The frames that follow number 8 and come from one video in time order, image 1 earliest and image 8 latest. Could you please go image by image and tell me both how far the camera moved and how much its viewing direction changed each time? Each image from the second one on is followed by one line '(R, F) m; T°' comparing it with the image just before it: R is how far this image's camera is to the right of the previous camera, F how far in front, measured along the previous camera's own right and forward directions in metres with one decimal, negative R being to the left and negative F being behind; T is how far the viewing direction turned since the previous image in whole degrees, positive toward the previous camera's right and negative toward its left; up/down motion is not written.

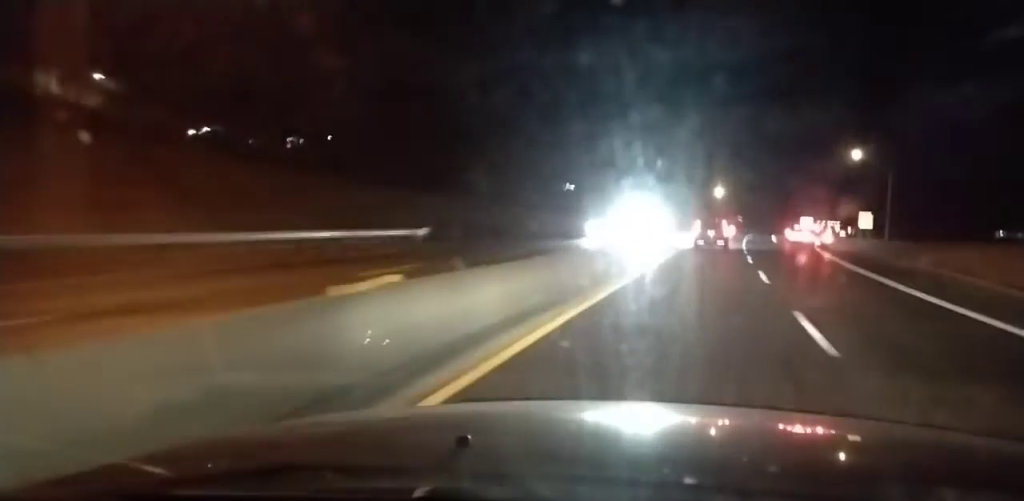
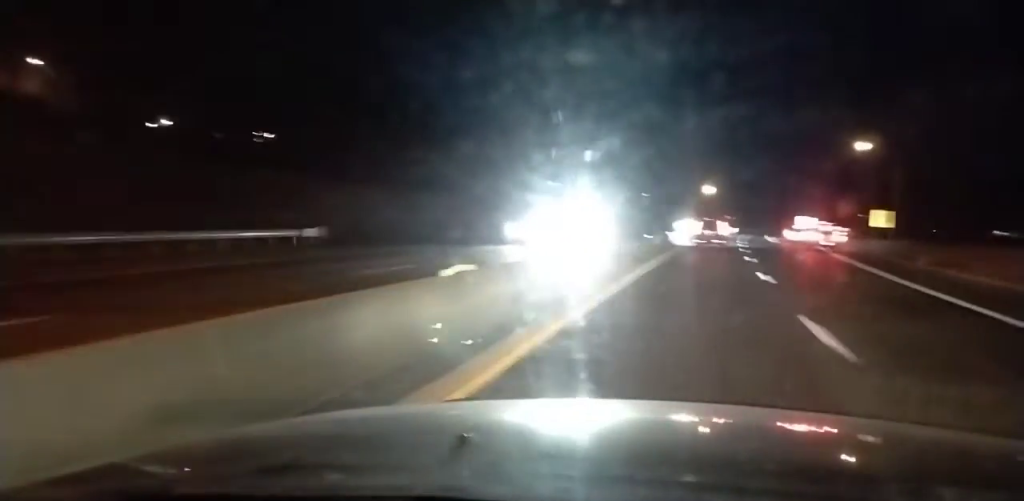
(-0.2, +12.3) m; 0°
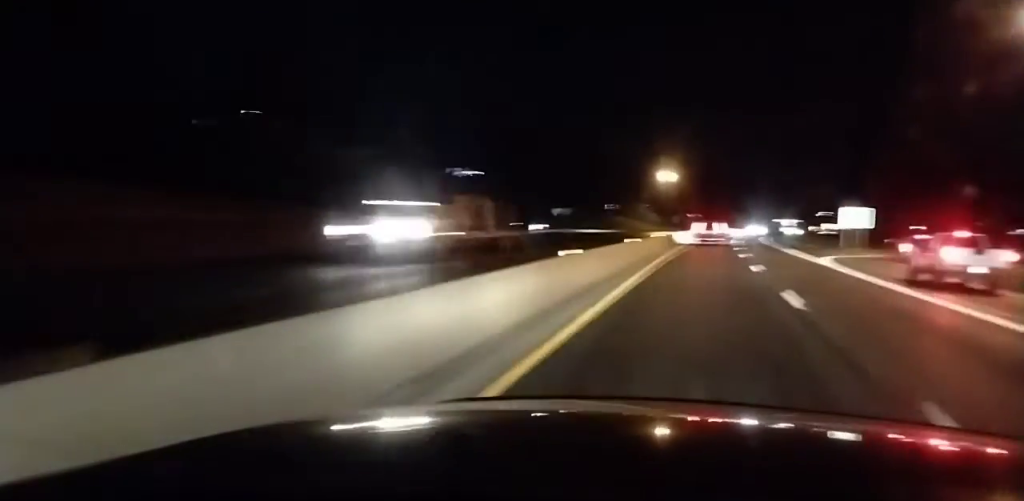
(+2.2, +68.6) m; +4°
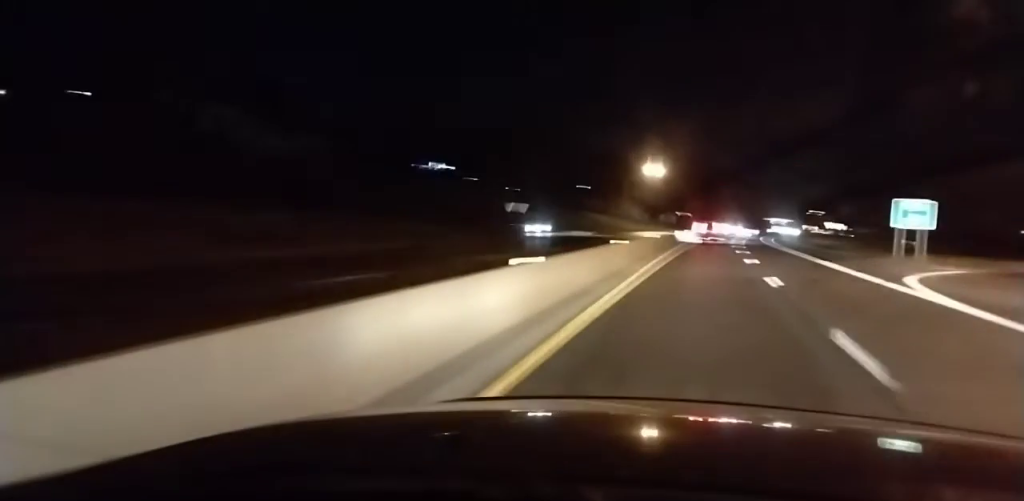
(+0.2, +18.9) m; +1°
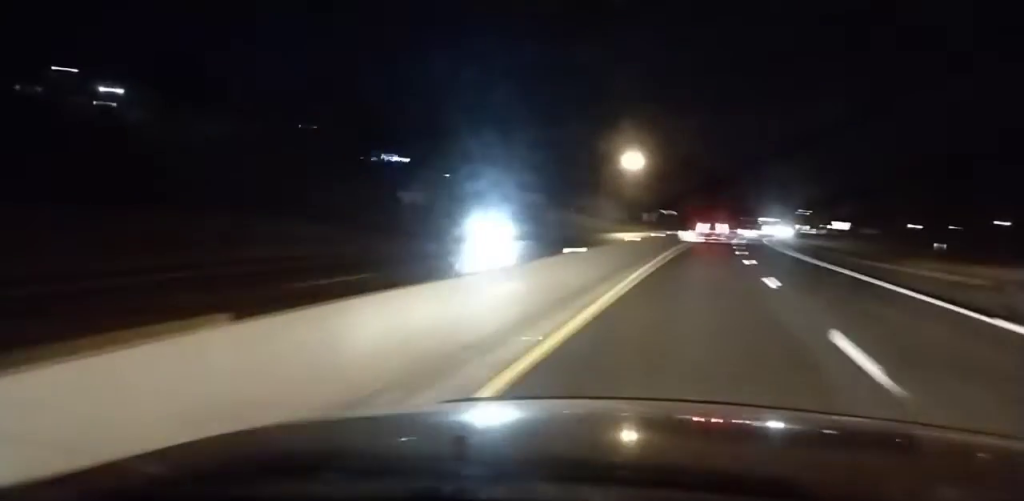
(+0.4, +24.0) m; +1°
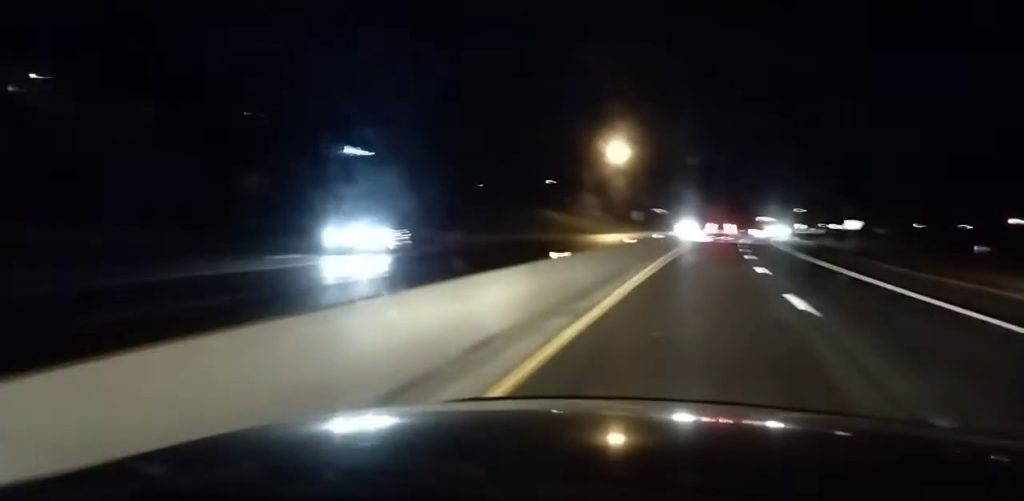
(+0.1, +18.1) m; 0°
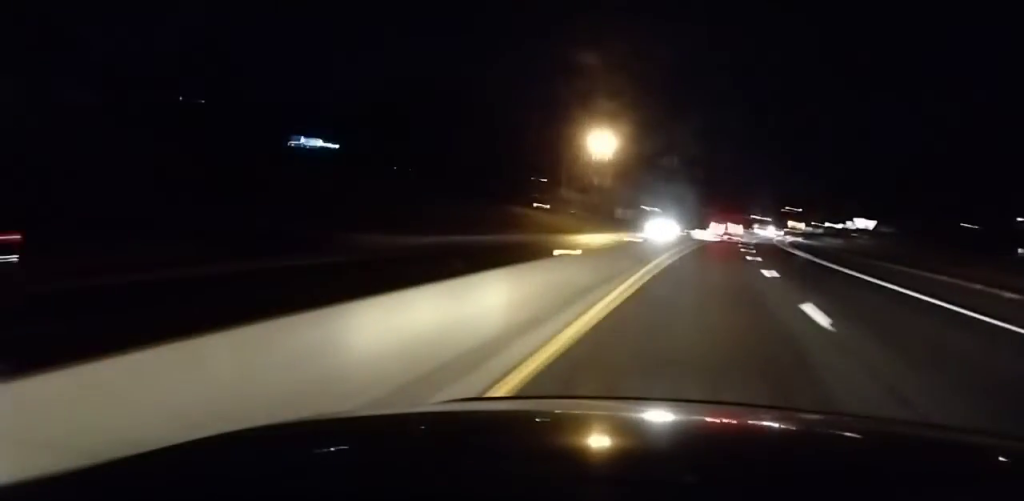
(-0.2, +14.1) m; 0°
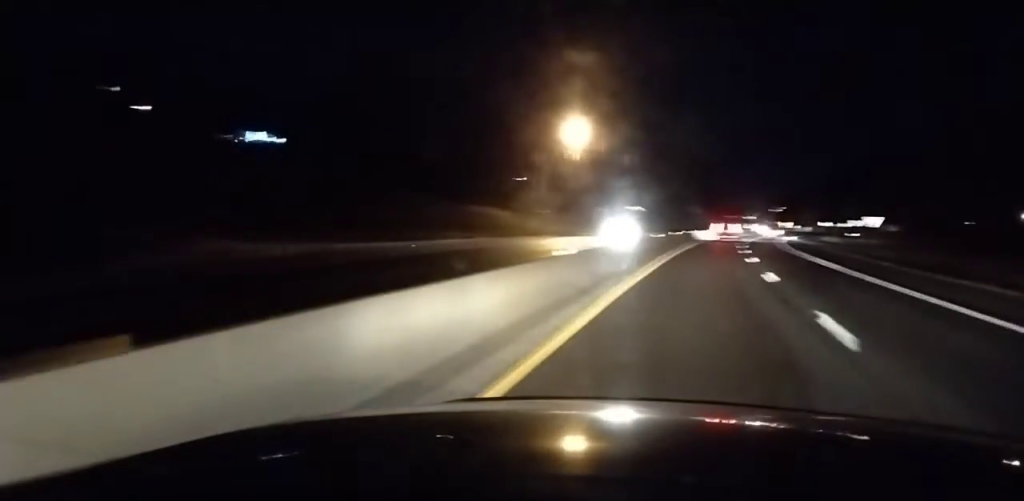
(+0.2, +15.2) m; +1°
